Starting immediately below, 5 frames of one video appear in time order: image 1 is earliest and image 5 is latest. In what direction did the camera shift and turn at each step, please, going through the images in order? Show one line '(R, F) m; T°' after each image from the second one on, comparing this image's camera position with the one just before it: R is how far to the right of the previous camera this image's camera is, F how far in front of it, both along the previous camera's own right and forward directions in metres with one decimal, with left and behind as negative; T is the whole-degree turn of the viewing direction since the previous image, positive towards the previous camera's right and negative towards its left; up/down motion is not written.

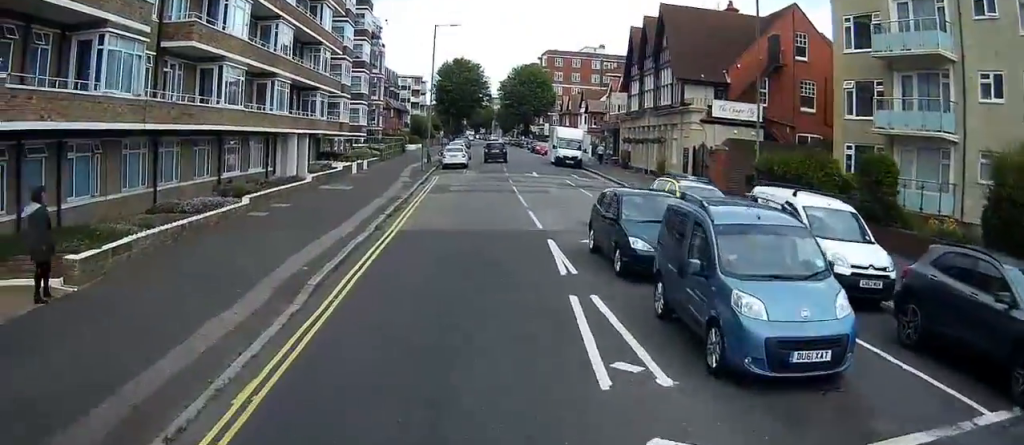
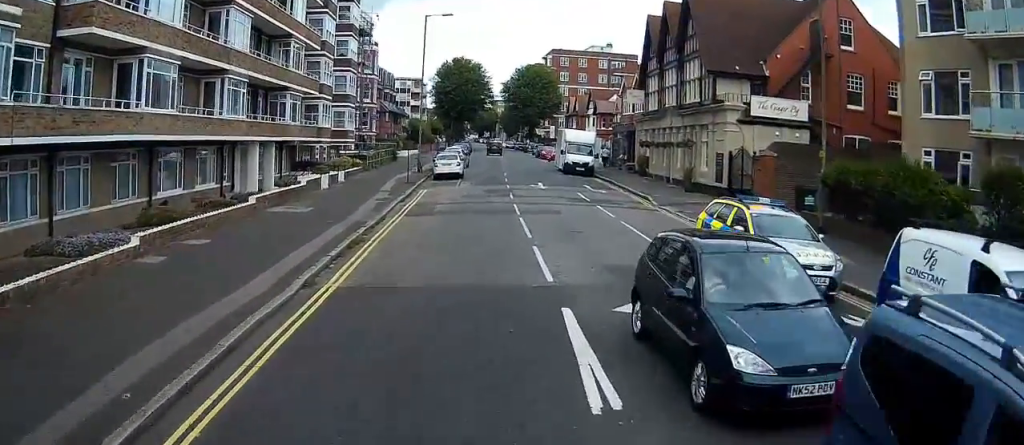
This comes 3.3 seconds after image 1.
(0.0, +8.3) m; -2°
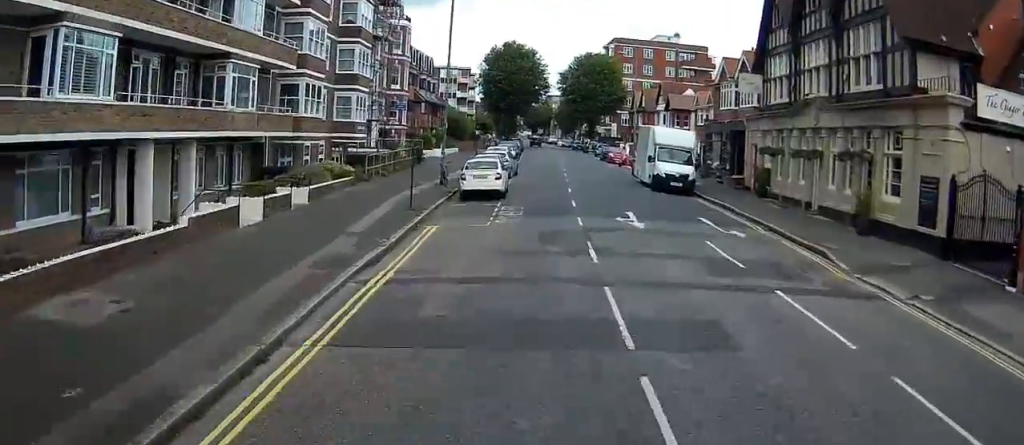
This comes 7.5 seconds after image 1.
(-0.4, +15.8) m; 0°
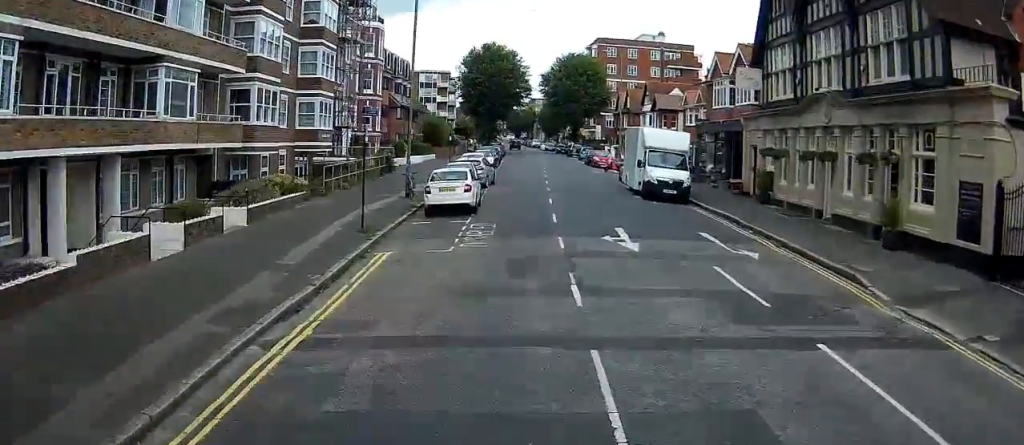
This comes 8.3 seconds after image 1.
(0.0, +4.0) m; +1°
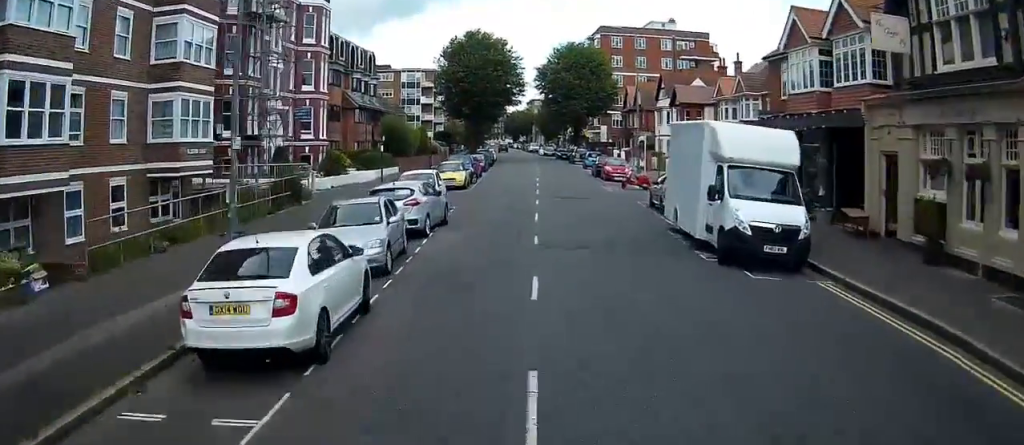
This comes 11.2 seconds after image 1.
(0.0, +17.1) m; -2°
